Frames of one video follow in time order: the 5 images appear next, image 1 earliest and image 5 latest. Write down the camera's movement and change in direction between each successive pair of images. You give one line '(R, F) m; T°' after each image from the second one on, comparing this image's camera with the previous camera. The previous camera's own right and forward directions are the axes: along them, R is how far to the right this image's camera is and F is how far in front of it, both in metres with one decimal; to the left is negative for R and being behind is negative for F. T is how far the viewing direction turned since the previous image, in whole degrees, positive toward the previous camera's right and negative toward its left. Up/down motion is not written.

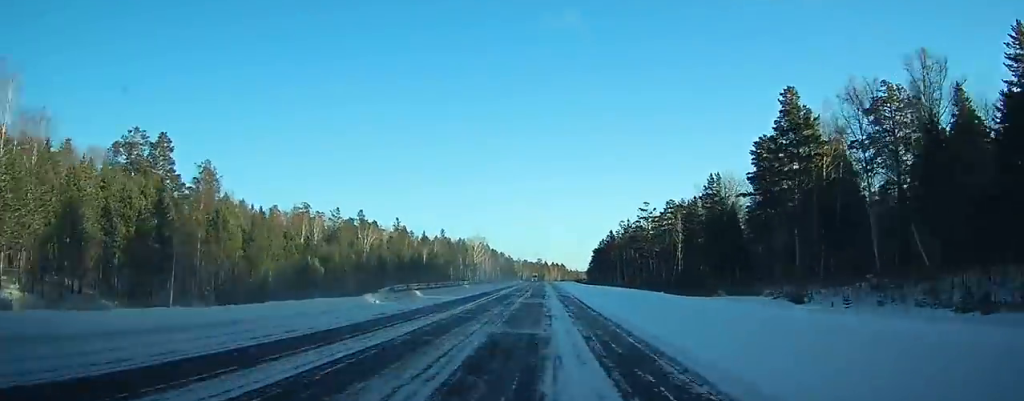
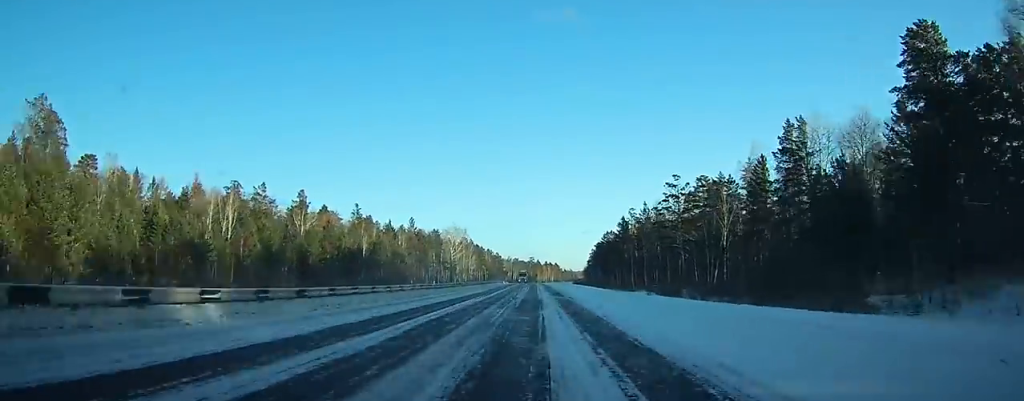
(+0.3, +47.9) m; +1°
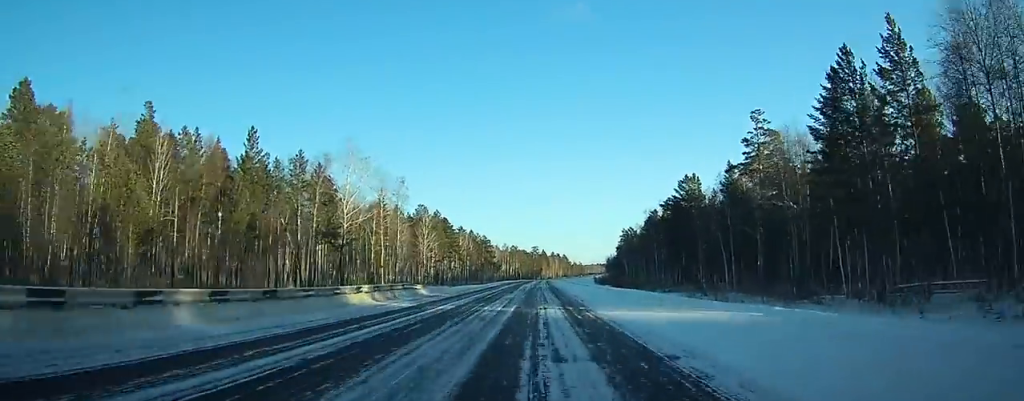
(+0.5, +121.3) m; -1°
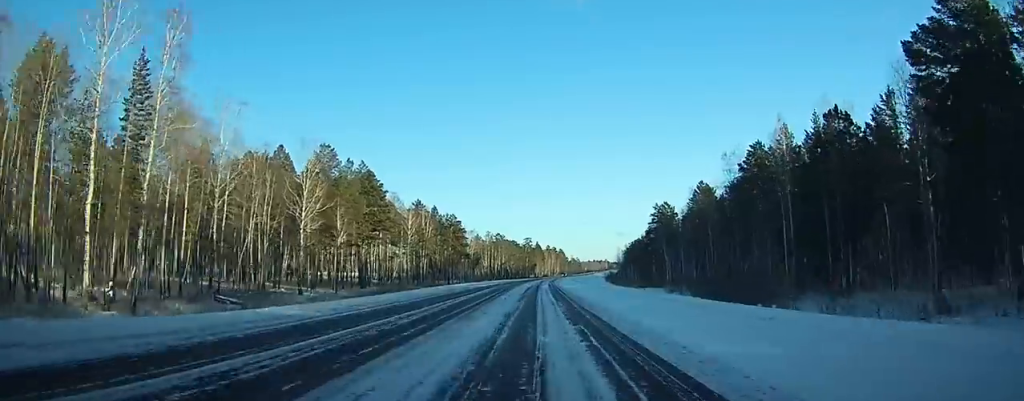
(-0.1, +83.0) m; +1°
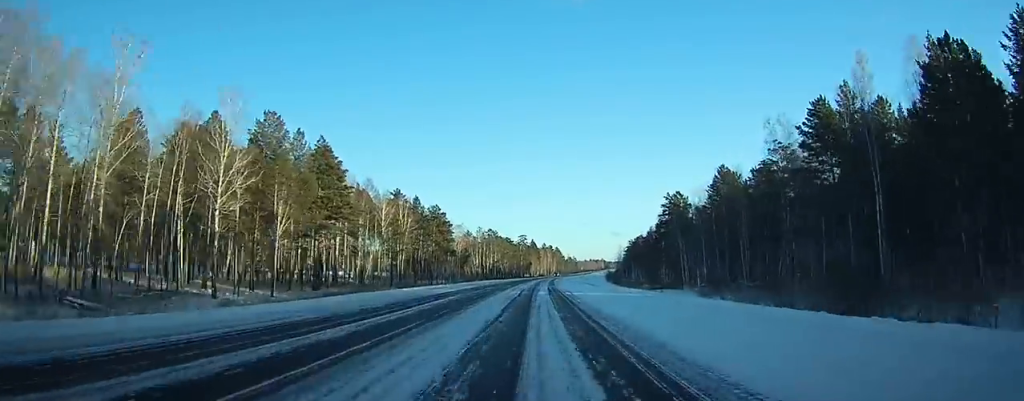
(+0.2, +22.0) m; 0°
